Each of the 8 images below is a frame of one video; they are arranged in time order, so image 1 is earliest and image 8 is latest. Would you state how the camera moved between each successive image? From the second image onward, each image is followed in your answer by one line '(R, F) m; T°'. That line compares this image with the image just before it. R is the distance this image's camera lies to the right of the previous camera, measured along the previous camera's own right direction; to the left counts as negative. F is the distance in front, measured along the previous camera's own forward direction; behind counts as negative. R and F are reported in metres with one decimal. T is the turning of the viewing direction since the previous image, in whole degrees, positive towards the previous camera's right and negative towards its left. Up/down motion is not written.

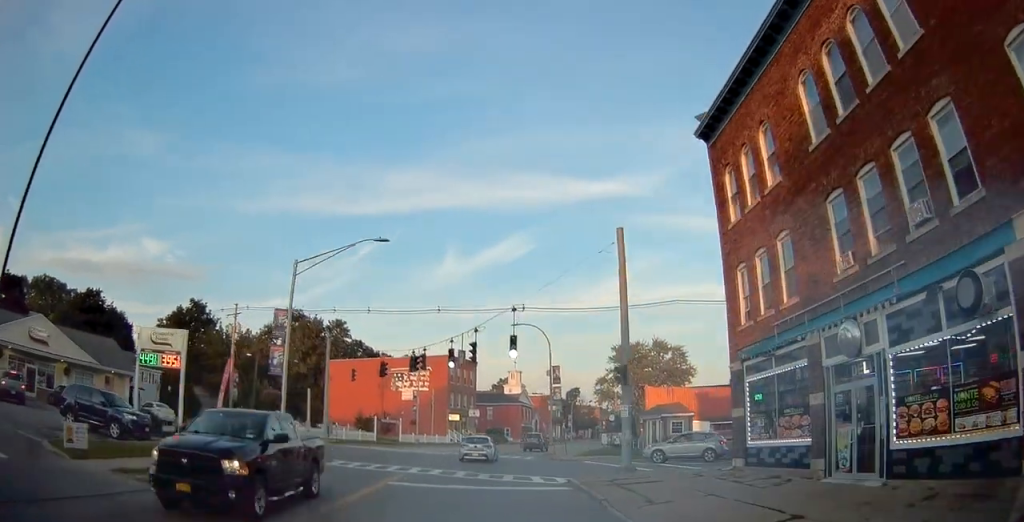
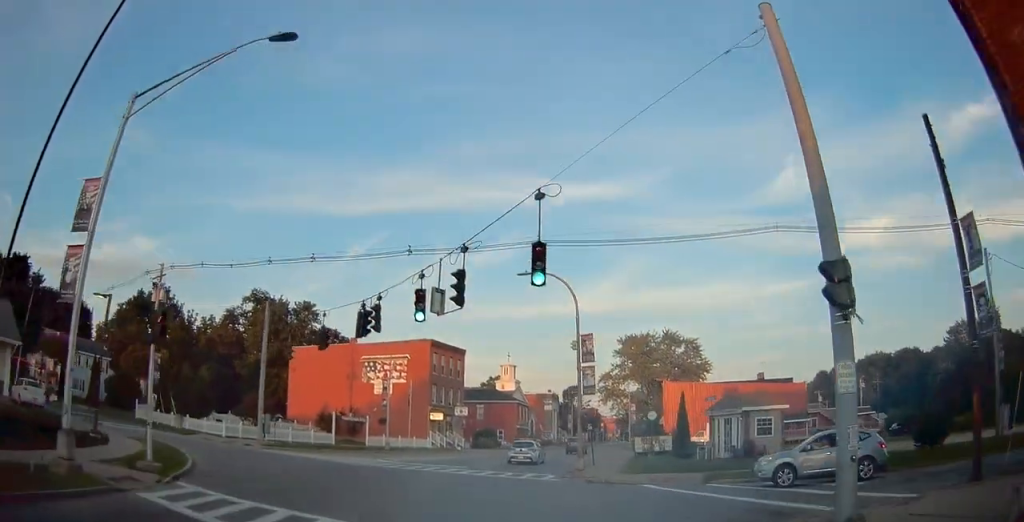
(+0.2, +13.9) m; +4°
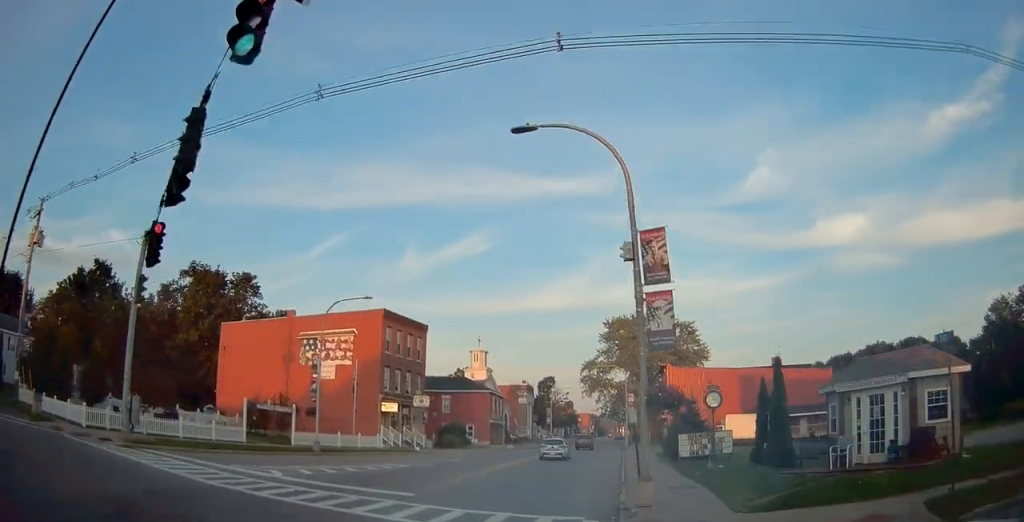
(+0.5, +13.5) m; +6°
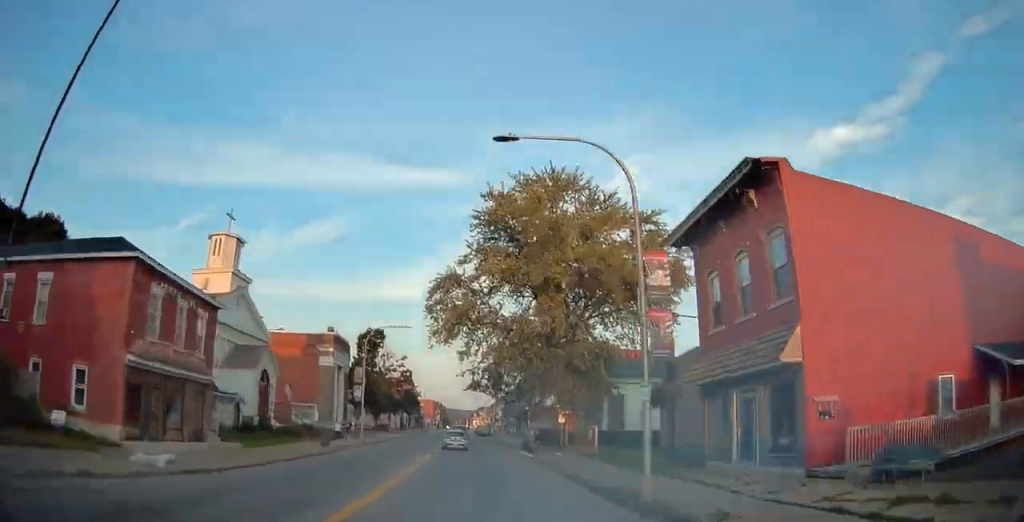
(+7.3, +49.8) m; +12°
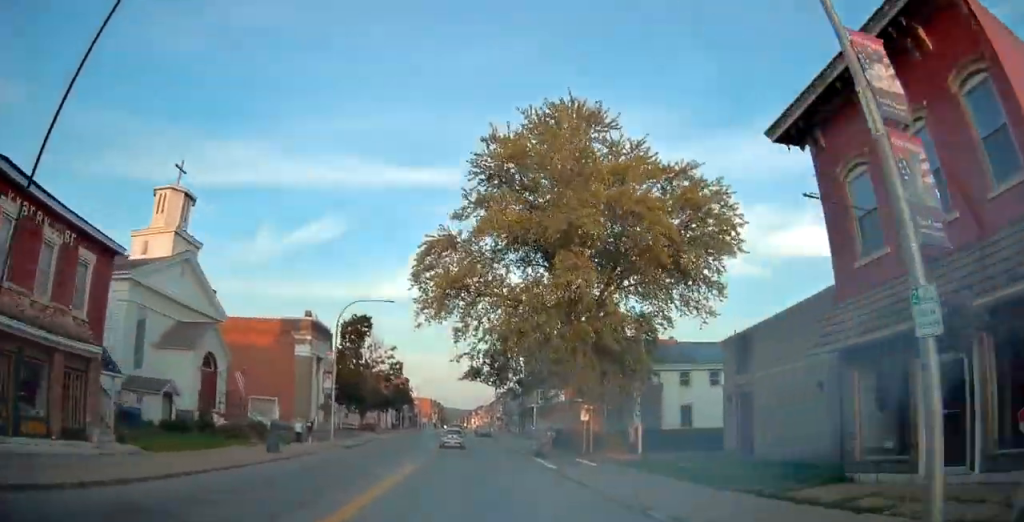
(+0.2, +8.7) m; 0°
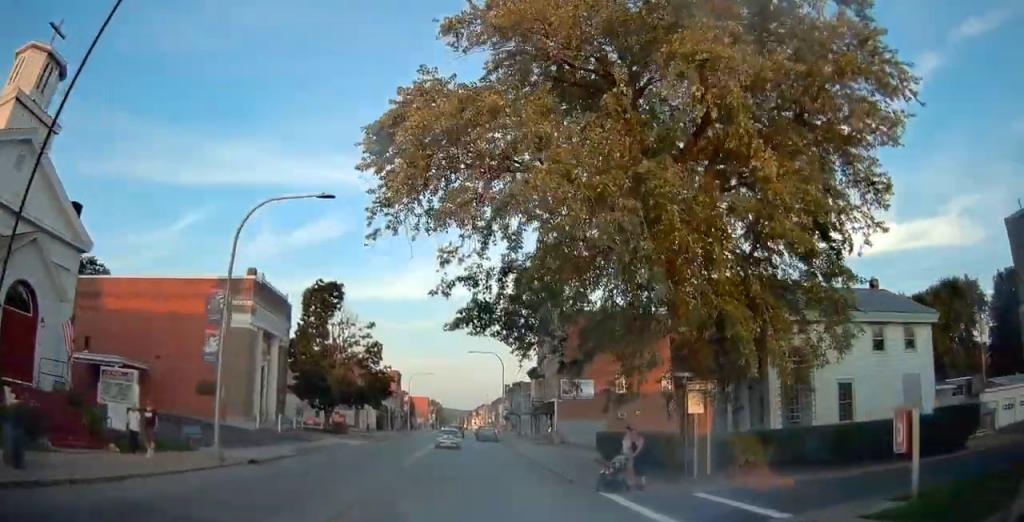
(+0.1, +16.1) m; 0°
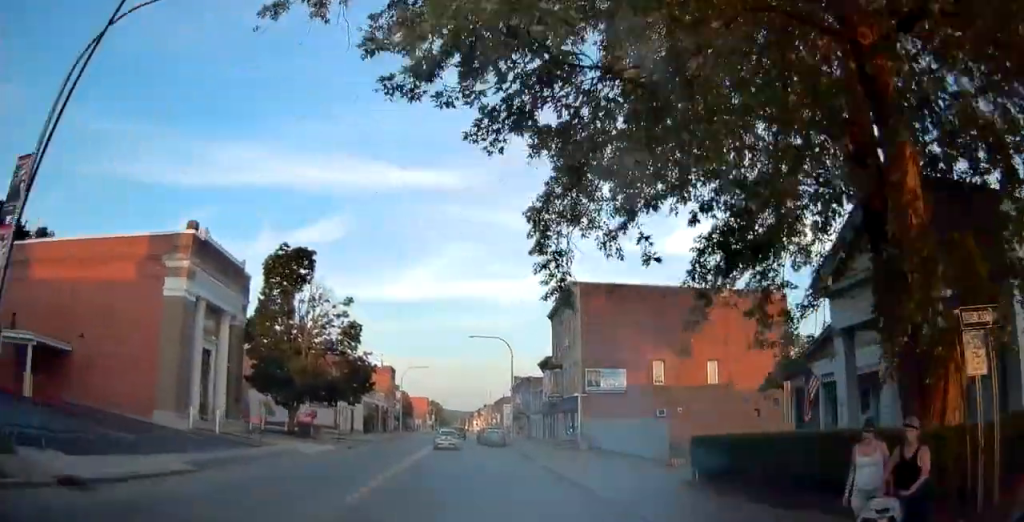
(-0.2, +10.7) m; -1°
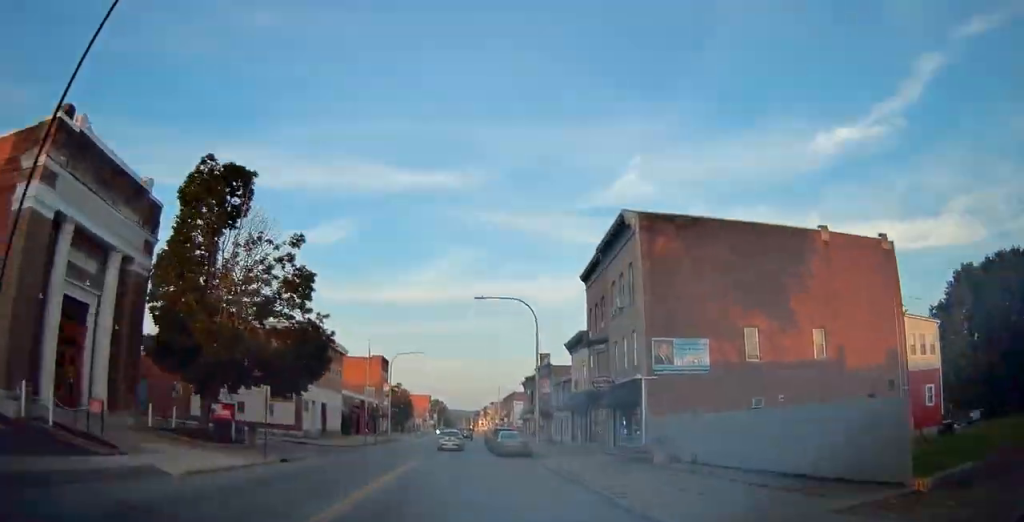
(-0.1, +14.4) m; 0°
